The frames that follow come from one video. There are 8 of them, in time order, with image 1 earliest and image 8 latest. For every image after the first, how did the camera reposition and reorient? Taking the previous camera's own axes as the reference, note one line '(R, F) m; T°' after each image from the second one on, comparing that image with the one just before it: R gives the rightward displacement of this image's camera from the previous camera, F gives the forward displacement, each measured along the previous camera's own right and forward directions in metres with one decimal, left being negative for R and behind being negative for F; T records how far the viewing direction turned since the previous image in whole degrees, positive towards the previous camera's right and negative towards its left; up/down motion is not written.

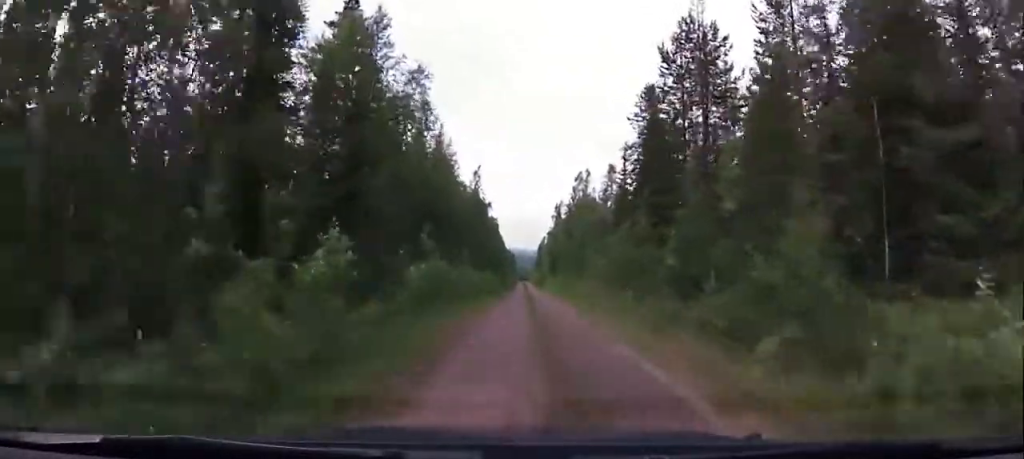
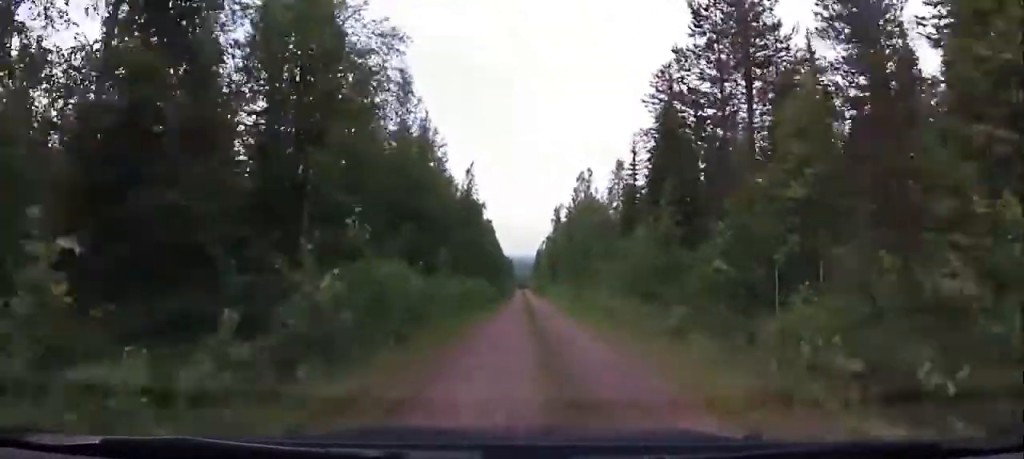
(+0.1, +6.1) m; 0°
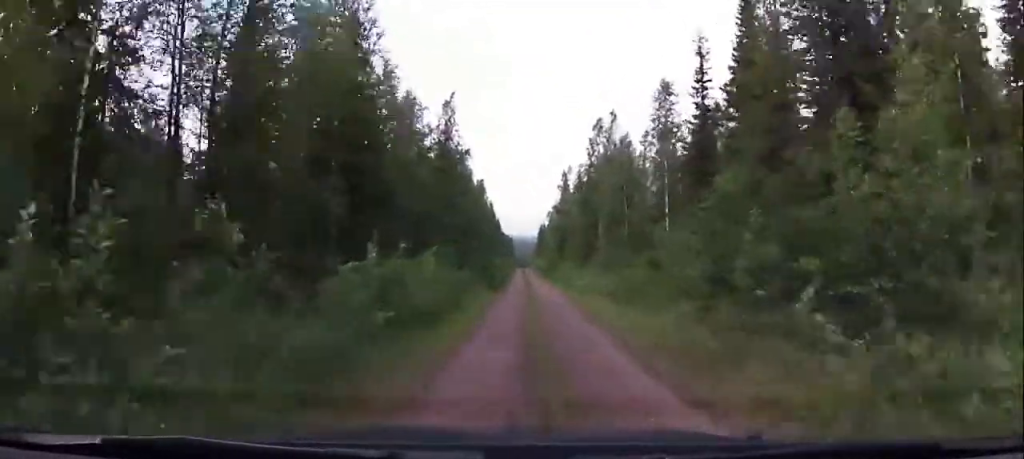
(+0.2, +19.9) m; +2°
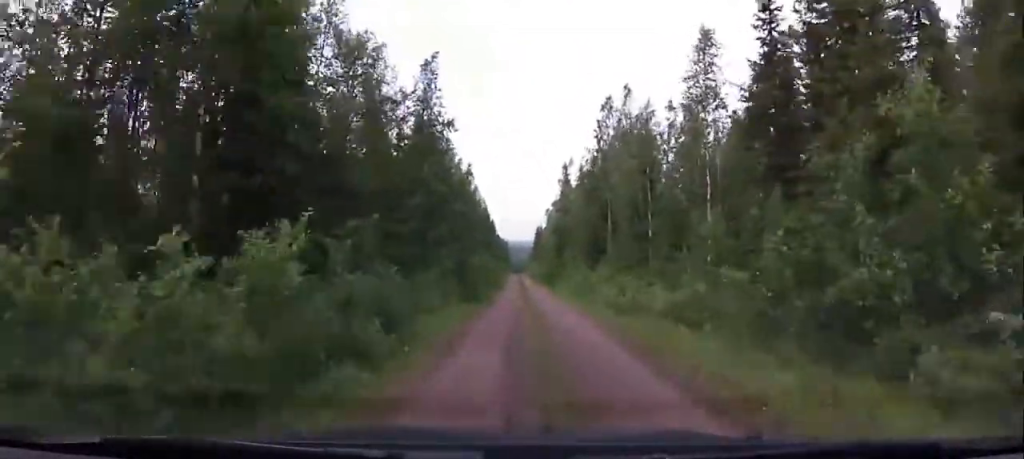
(+0.2, +10.0) m; 0°
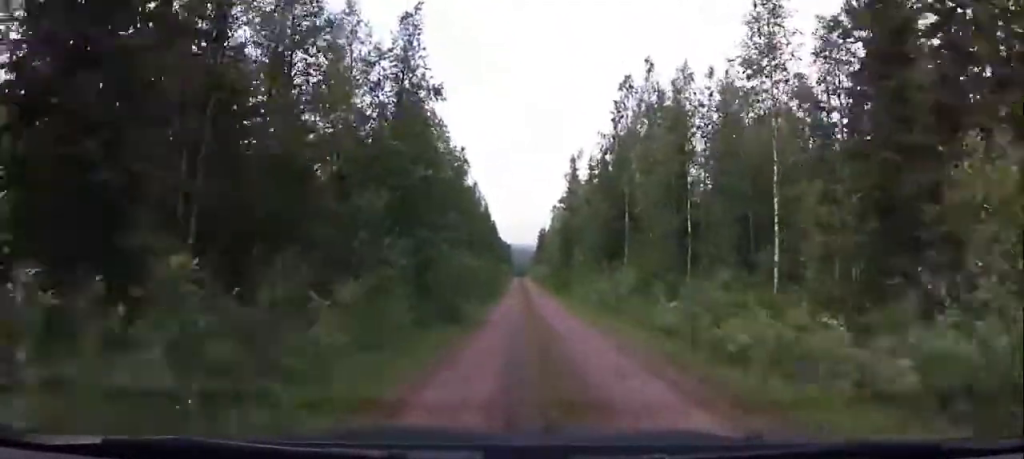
(0.0, +7.8) m; 0°
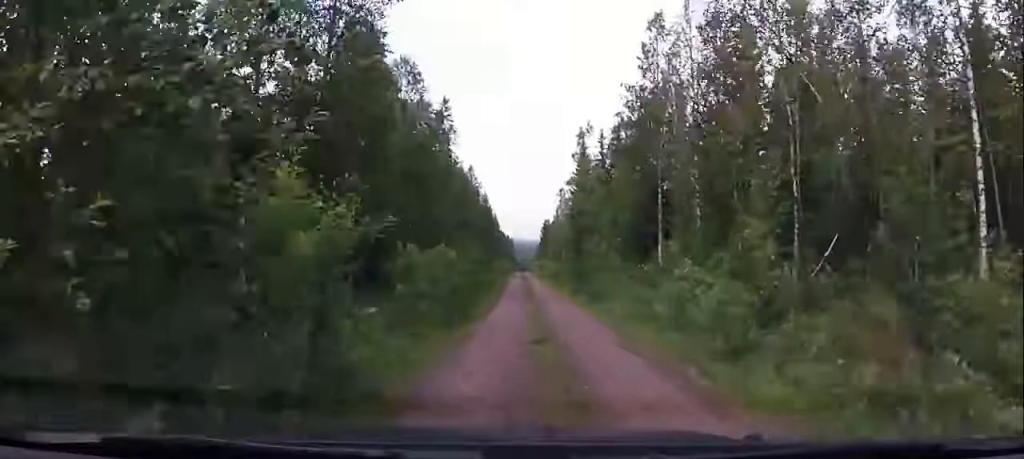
(-0.2, +11.6) m; -2°
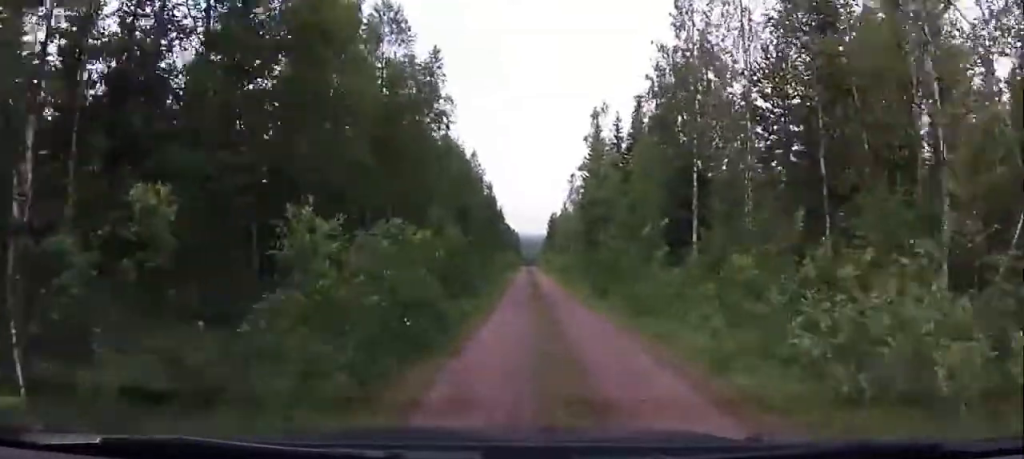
(+0.1, +7.1) m; -2°
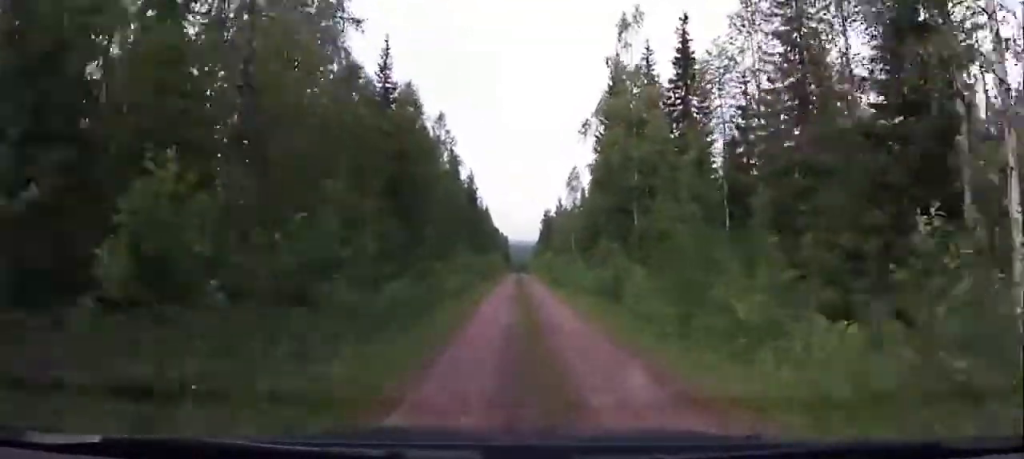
(+0.4, +22.7) m; -2°
